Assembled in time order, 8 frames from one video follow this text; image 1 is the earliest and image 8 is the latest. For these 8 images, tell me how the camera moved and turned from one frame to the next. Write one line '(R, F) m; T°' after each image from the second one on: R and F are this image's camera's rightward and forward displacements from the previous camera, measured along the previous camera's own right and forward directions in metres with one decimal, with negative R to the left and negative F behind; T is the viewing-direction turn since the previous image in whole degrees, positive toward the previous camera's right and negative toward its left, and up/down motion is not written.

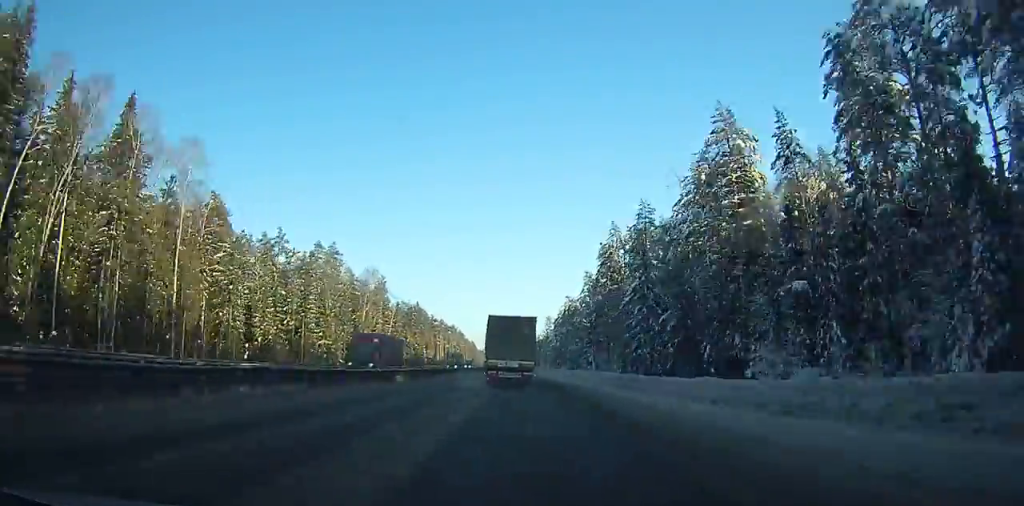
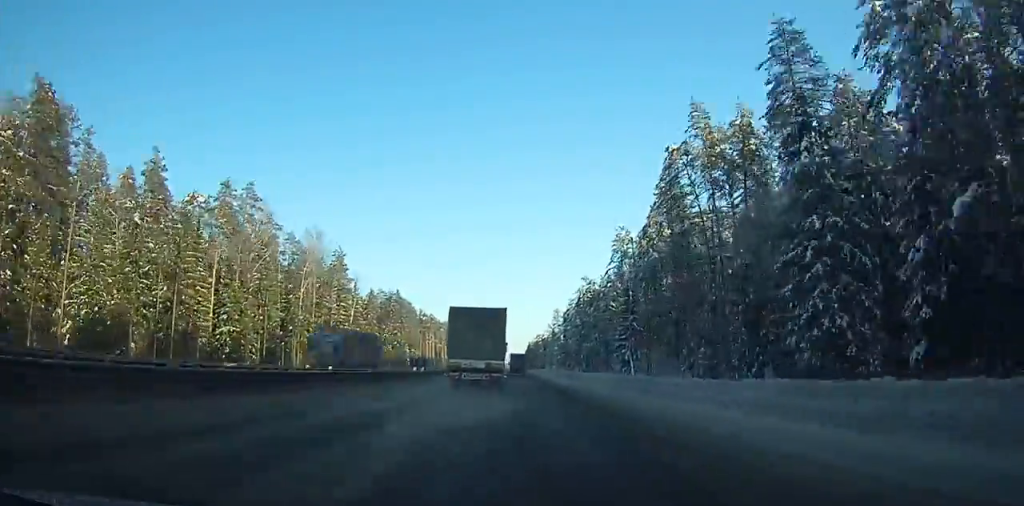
(-0.6, +51.5) m; -2°
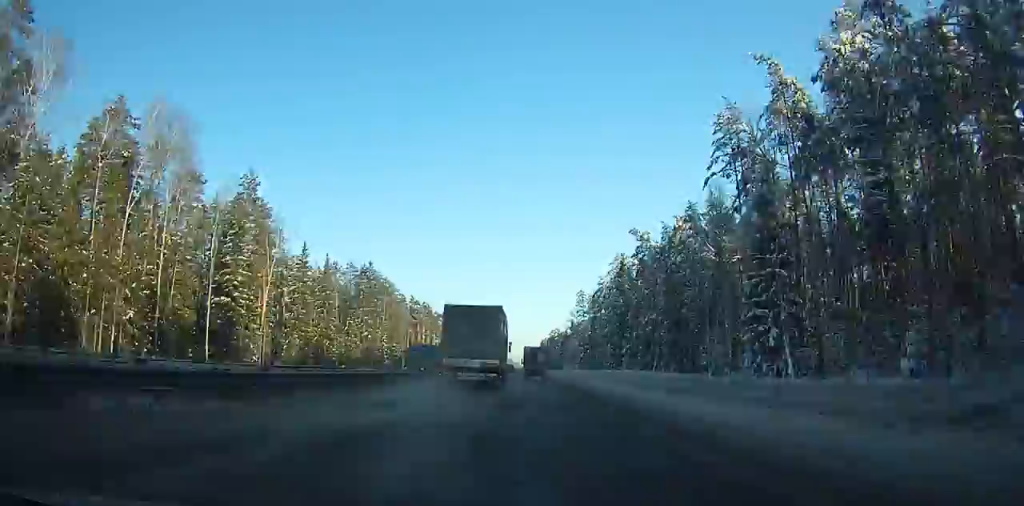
(-4.9, +61.9) m; +3°
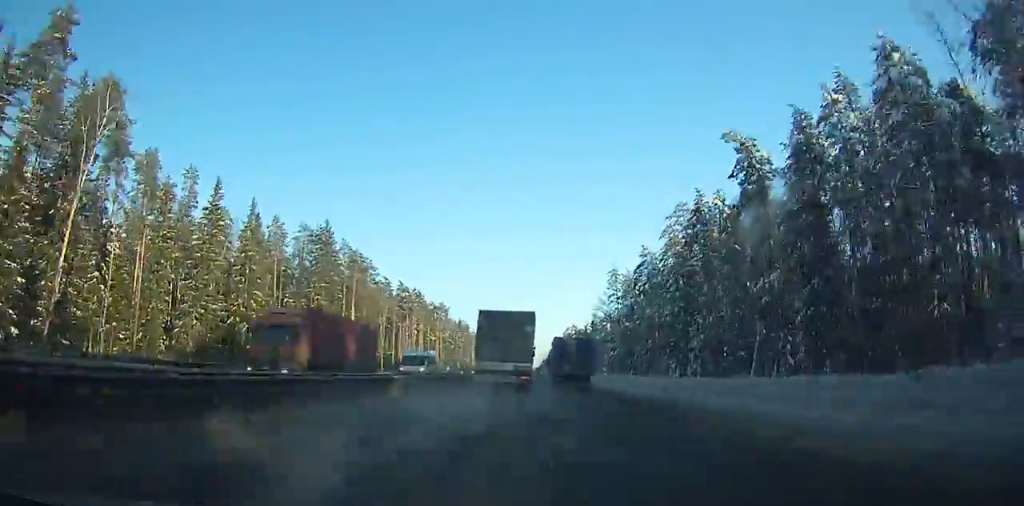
(+7.7, +52.9) m; +3°
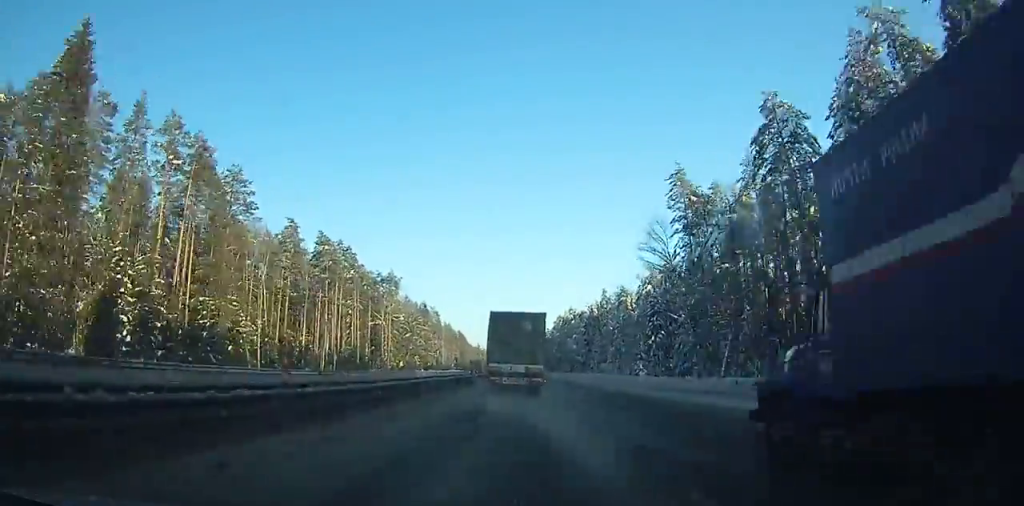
(-1.4, +77.9) m; -2°
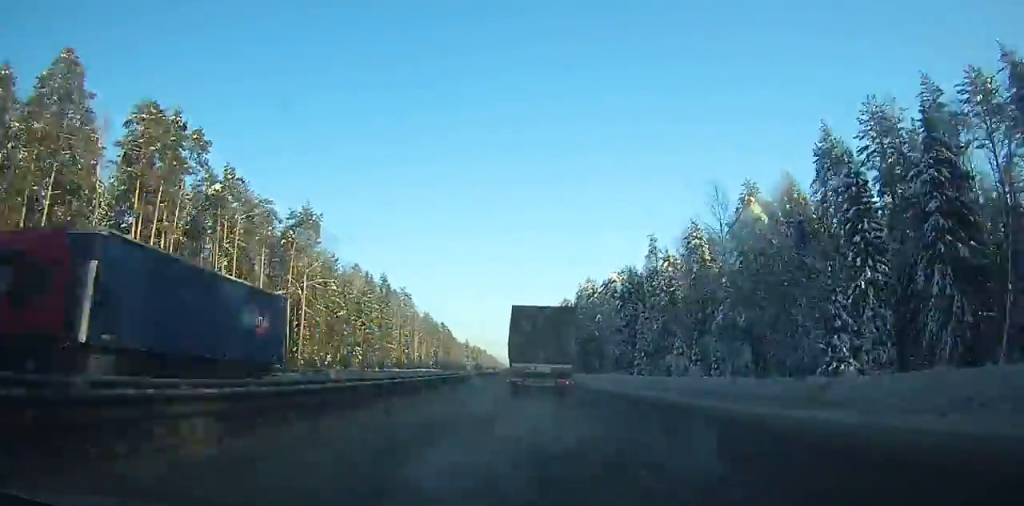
(-0.6, +75.1) m; -1°
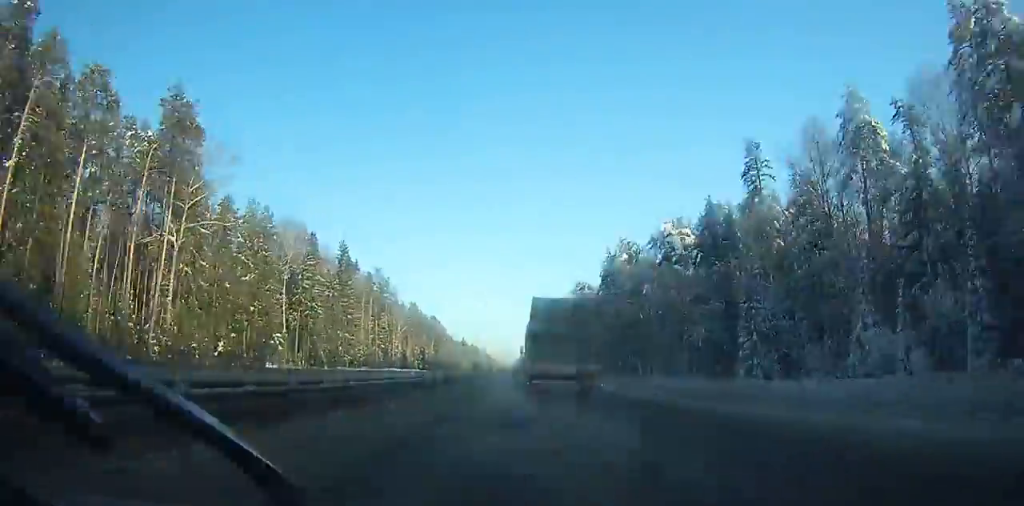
(0.0, +51.9) m; +1°
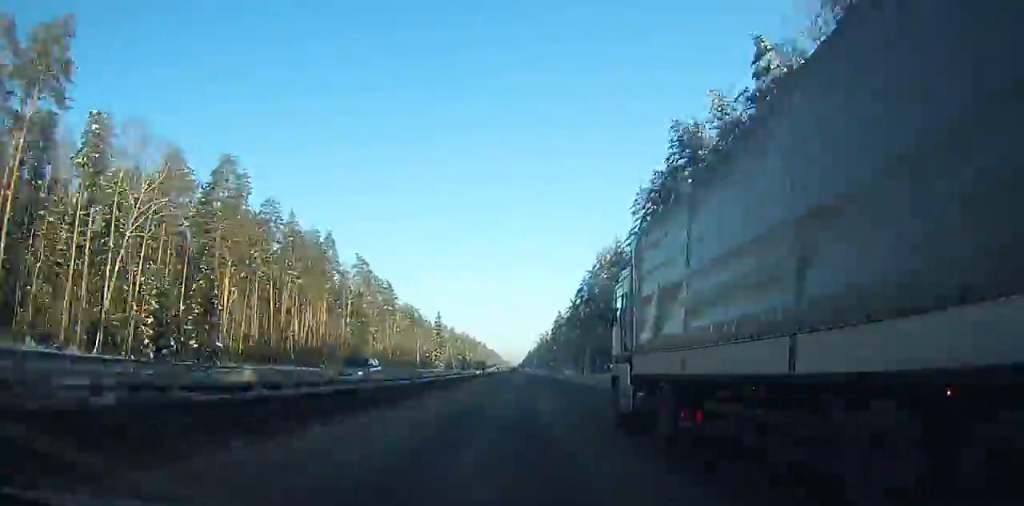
(-1.8, +205.0) m; -1°
